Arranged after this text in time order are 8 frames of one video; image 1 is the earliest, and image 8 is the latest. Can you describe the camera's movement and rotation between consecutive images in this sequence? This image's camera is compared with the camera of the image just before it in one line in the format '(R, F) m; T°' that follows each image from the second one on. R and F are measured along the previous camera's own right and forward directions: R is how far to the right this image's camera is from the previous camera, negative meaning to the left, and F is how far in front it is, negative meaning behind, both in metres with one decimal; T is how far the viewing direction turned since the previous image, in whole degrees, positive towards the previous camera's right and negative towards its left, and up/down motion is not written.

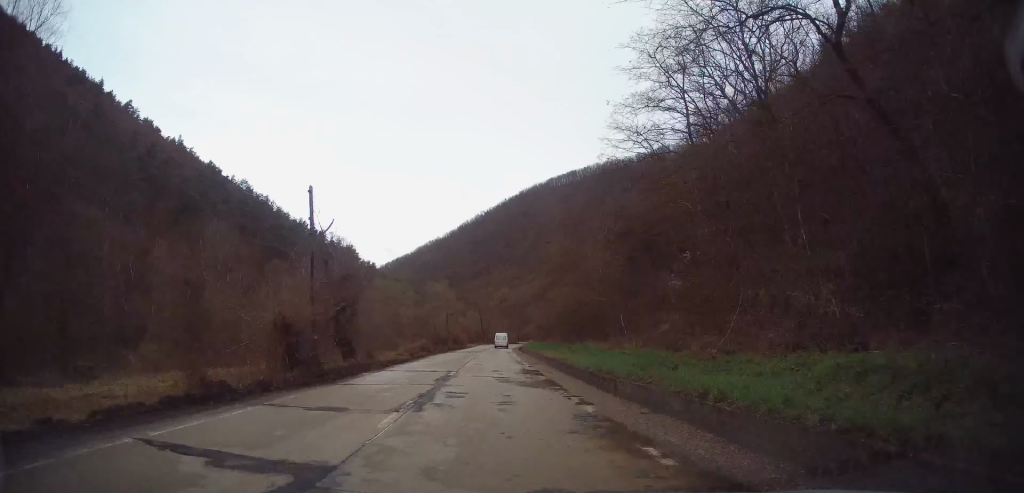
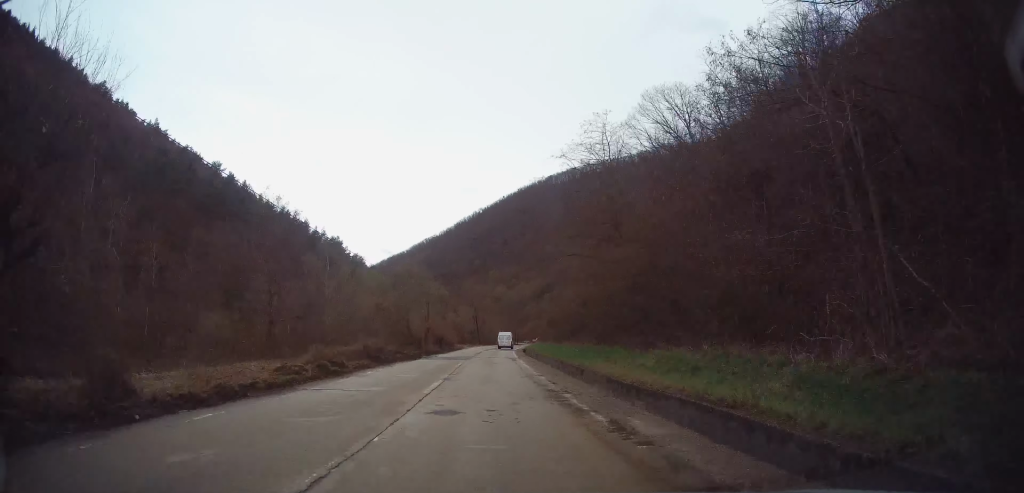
(0.0, +18.5) m; 0°
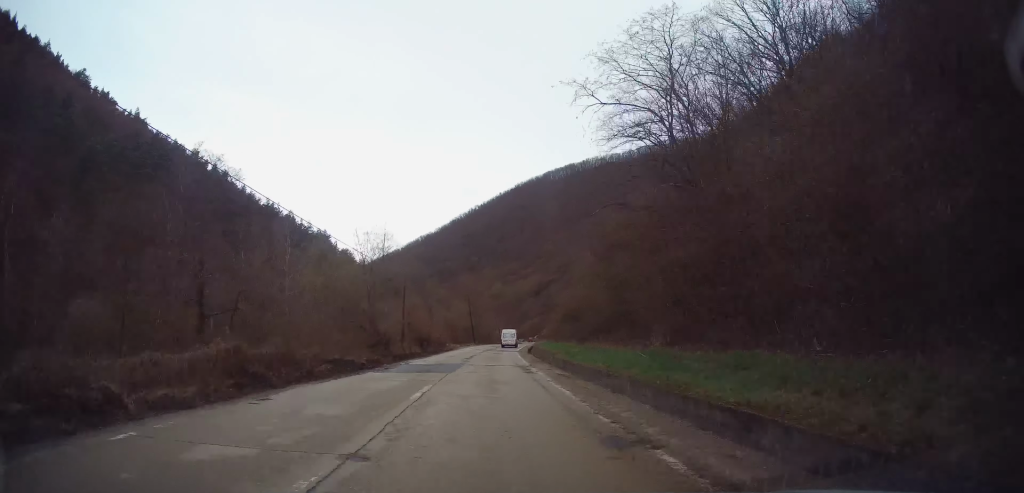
(0.0, +12.9) m; 0°
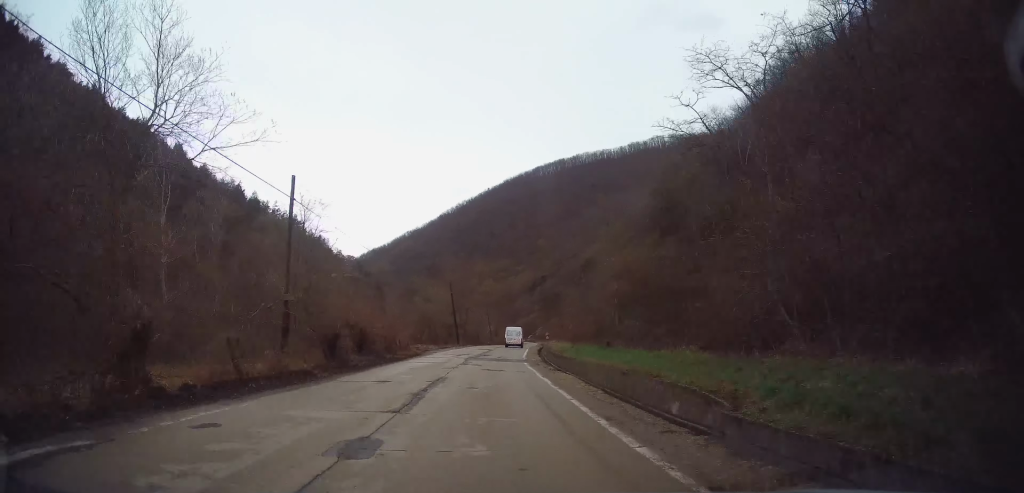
(0.0, +22.0) m; +1°
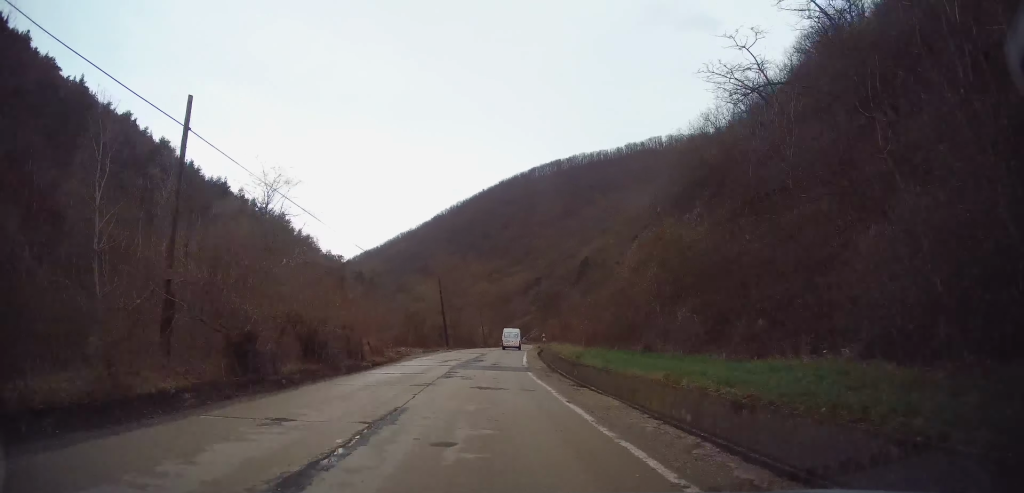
(-0.1, +6.9) m; +1°
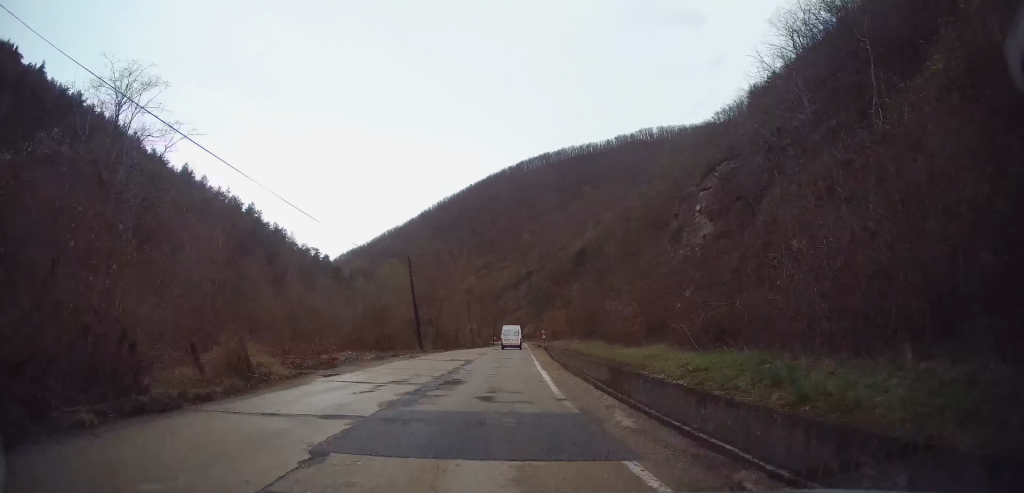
(+0.5, +16.5) m; 0°
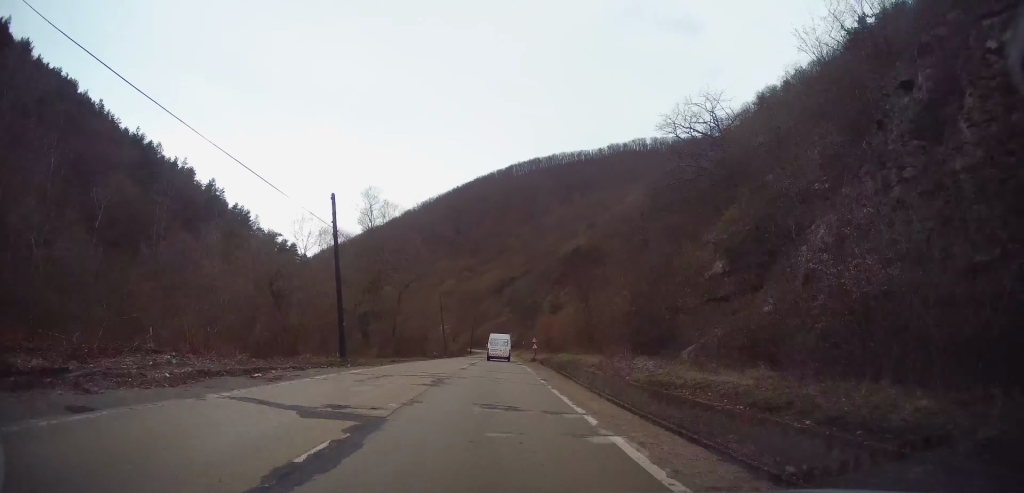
(-0.3, +18.6) m; +2°
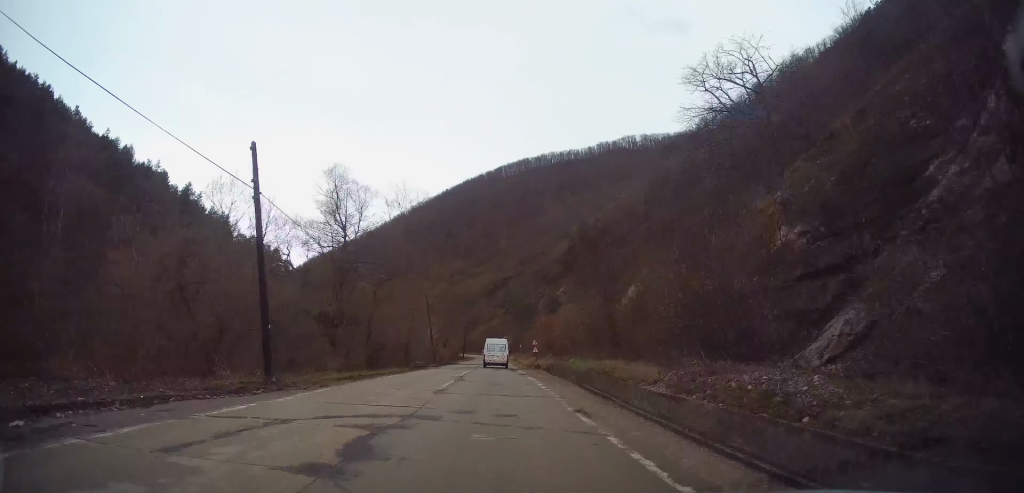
(+0.5, +8.4) m; +2°
